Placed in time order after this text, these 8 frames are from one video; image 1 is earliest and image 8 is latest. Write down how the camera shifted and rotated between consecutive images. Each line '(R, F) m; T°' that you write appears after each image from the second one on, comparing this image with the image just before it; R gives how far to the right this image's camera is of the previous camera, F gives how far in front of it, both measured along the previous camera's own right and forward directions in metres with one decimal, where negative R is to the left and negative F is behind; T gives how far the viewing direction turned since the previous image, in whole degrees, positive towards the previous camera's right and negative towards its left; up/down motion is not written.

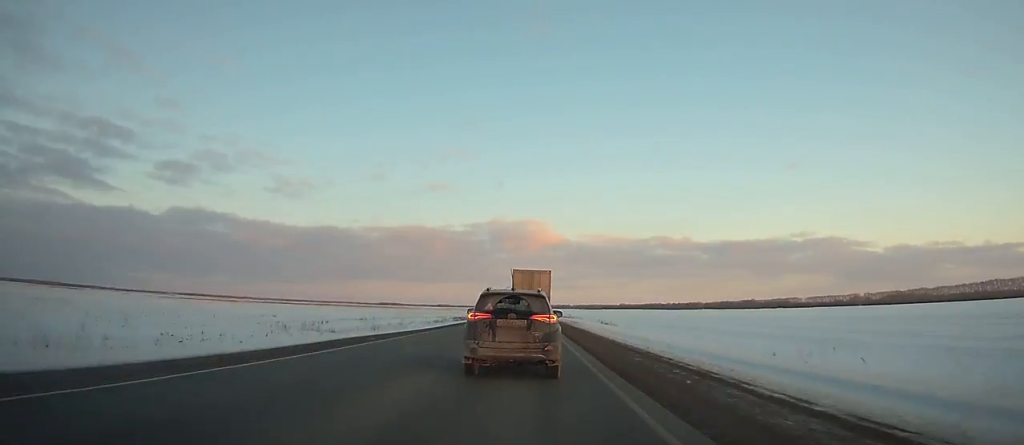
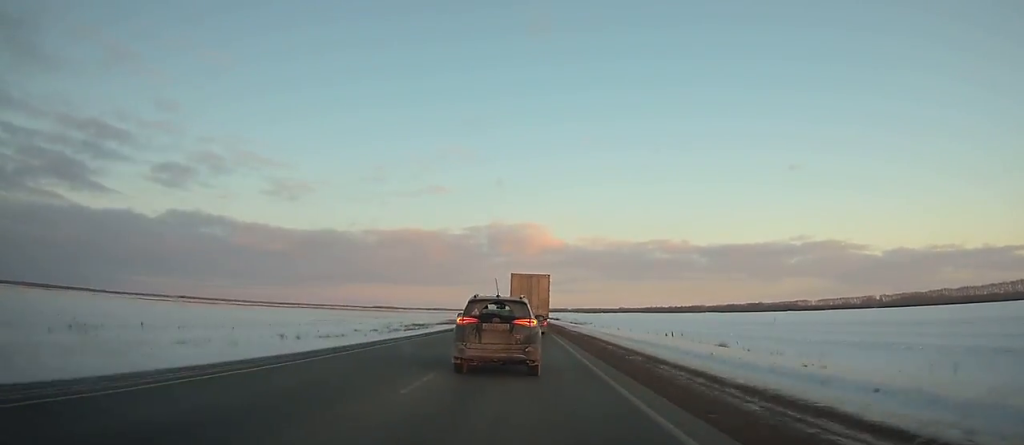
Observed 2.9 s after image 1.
(-0.2, +64.5) m; 0°
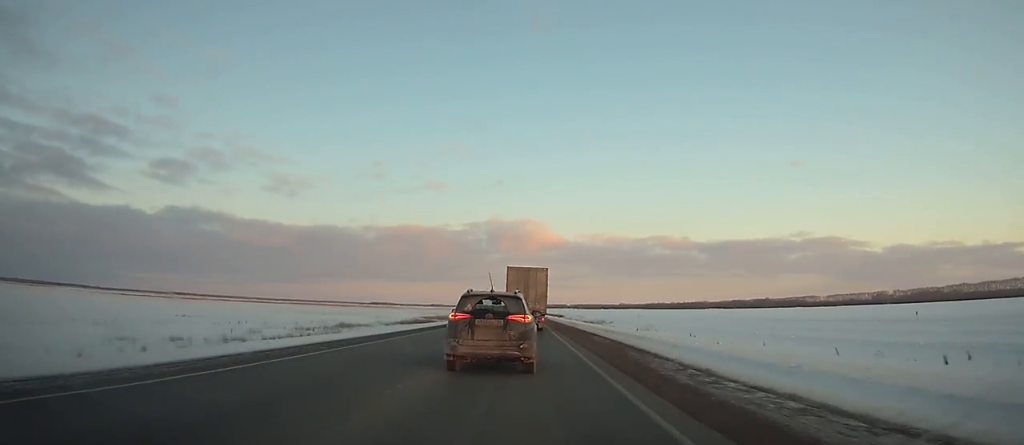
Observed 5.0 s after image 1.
(+0.1, +46.9) m; 0°
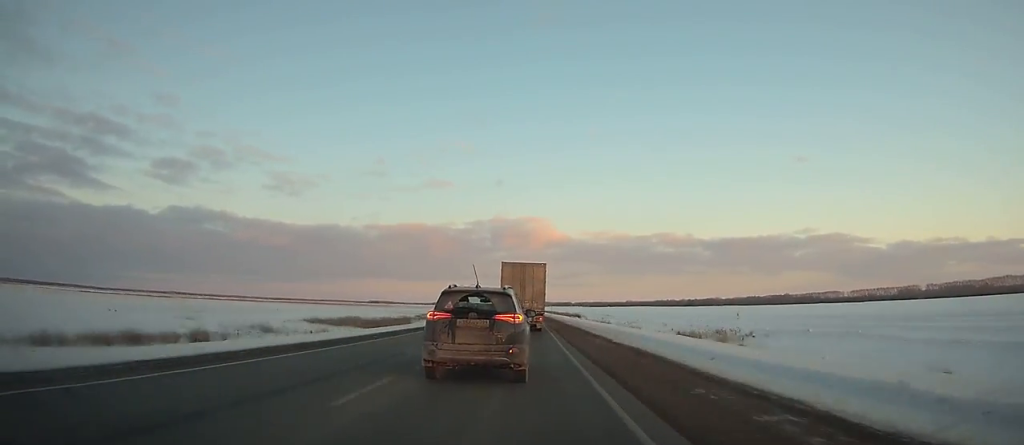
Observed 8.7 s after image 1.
(+0.4, +82.6) m; 0°
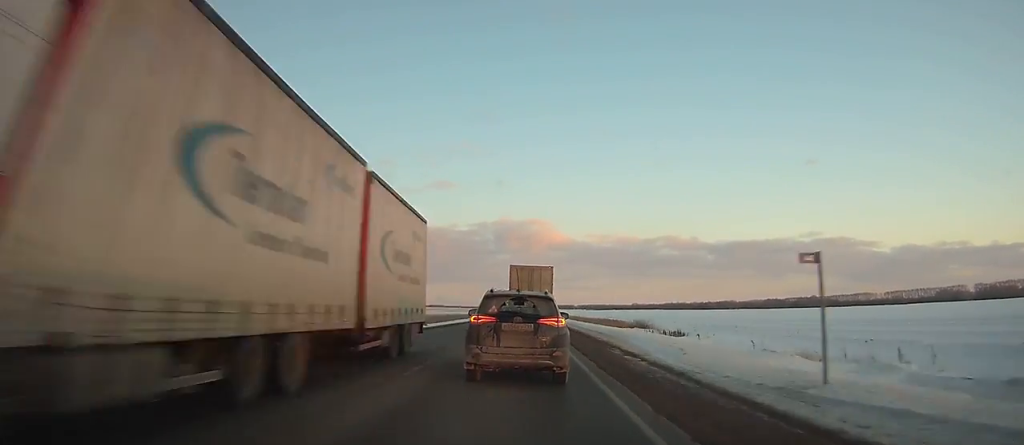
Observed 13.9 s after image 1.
(-0.4, +115.6) m; 0°
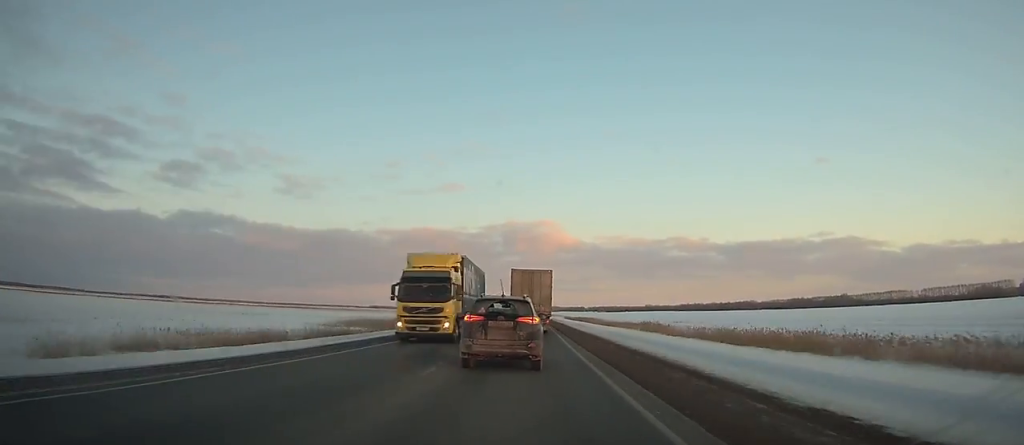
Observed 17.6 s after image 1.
(-0.3, +82.9) m; 0°
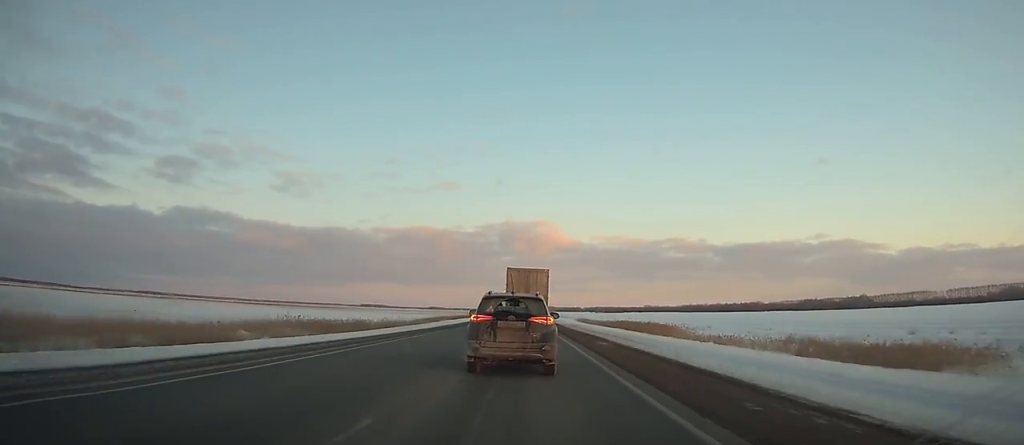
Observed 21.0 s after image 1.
(-0.2, +77.4) m; 0°
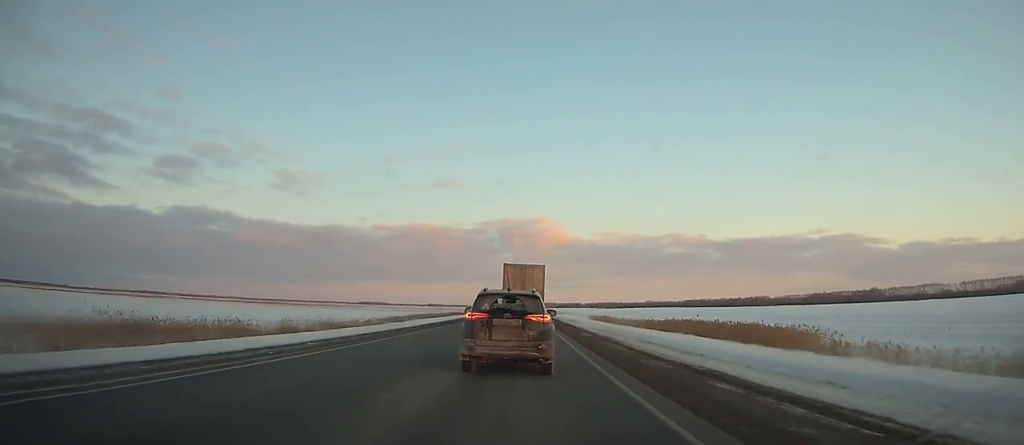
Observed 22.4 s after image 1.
(+0.1, +32.1) m; 0°
